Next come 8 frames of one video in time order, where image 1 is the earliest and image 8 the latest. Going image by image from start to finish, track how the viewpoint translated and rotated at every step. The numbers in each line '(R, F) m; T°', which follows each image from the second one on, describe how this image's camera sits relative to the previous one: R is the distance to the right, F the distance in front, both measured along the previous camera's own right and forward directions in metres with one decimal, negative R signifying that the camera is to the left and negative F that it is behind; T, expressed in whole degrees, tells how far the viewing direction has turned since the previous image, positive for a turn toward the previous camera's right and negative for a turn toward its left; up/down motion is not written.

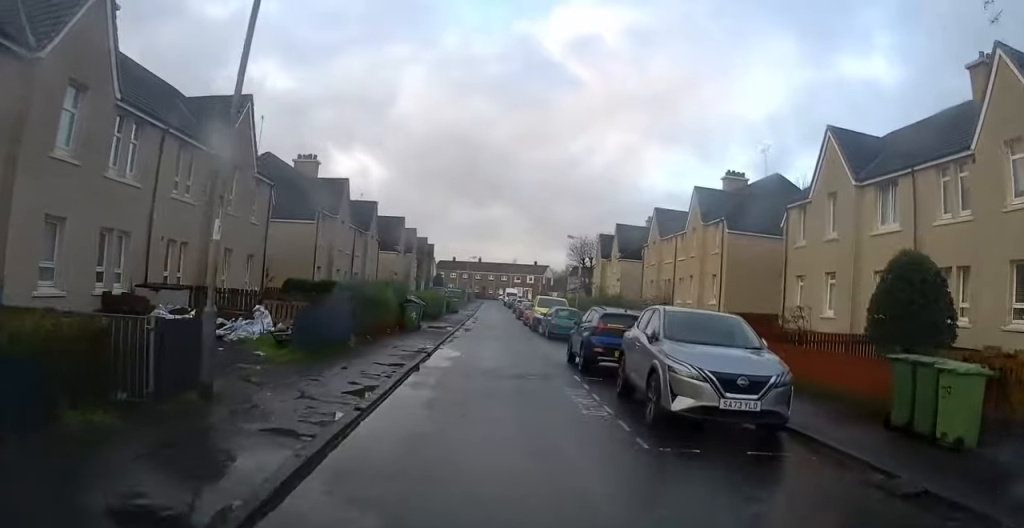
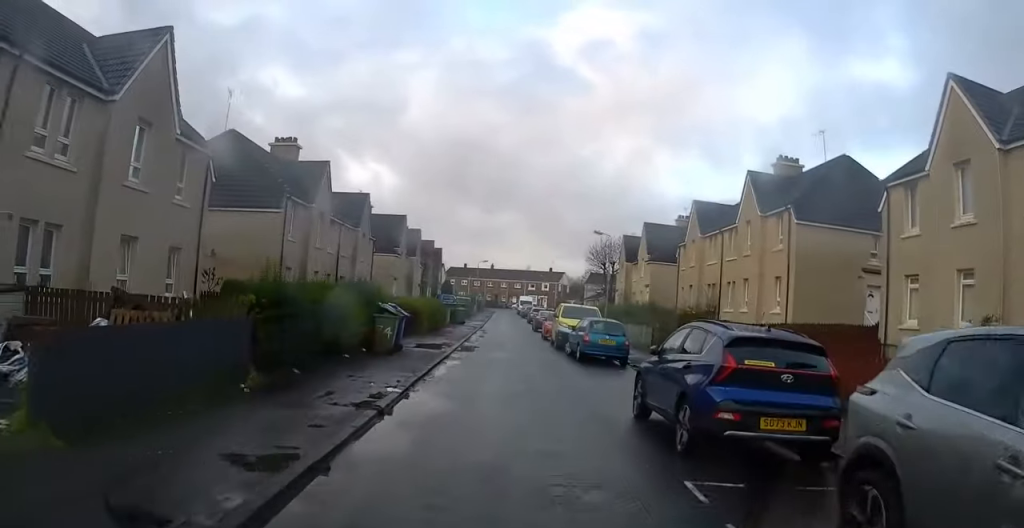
(0.0, +7.5) m; 0°
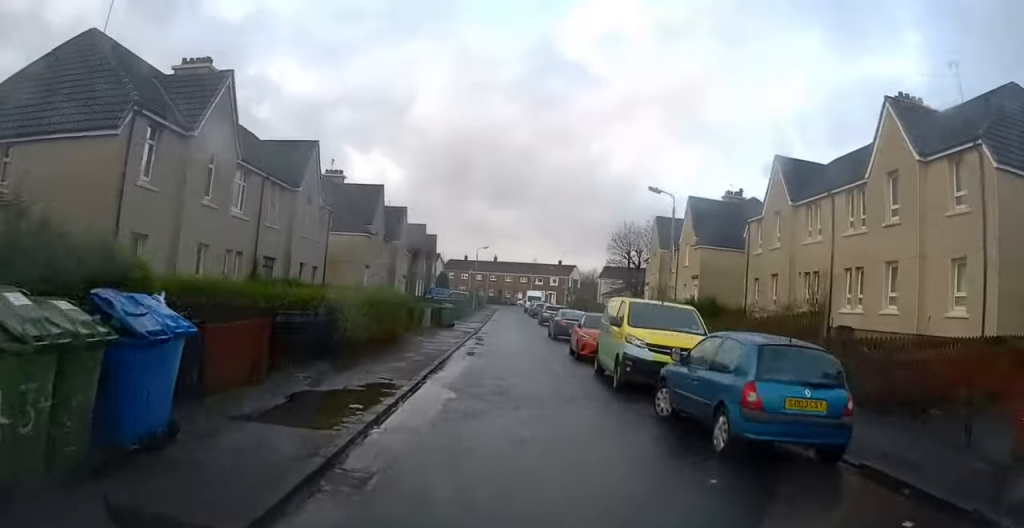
(0.0, +13.7) m; 0°
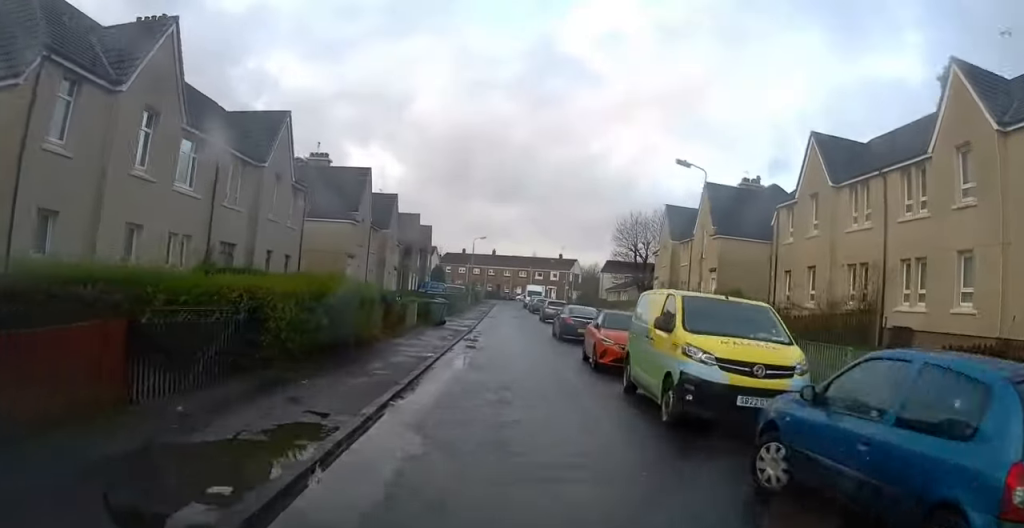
(0.0, +4.2) m; 0°
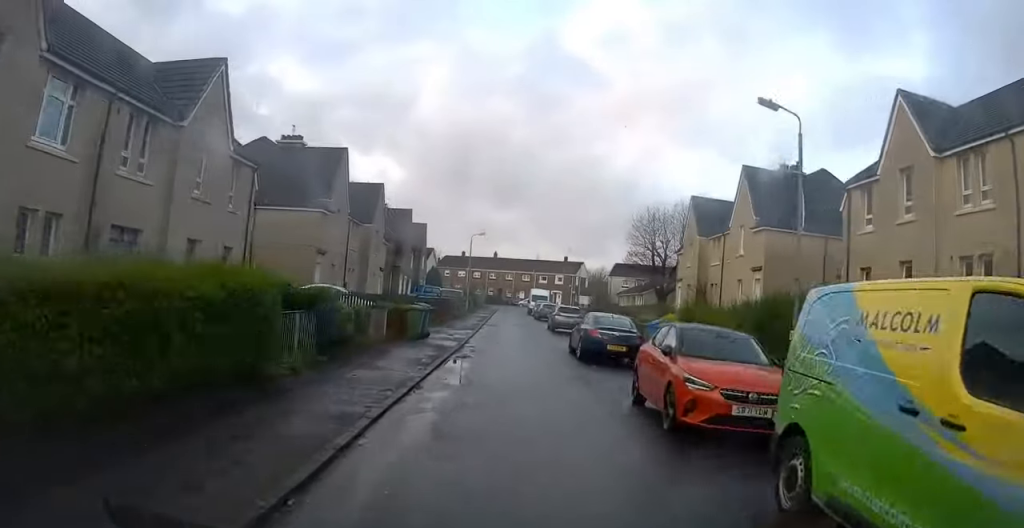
(0.0, +7.1) m; 0°
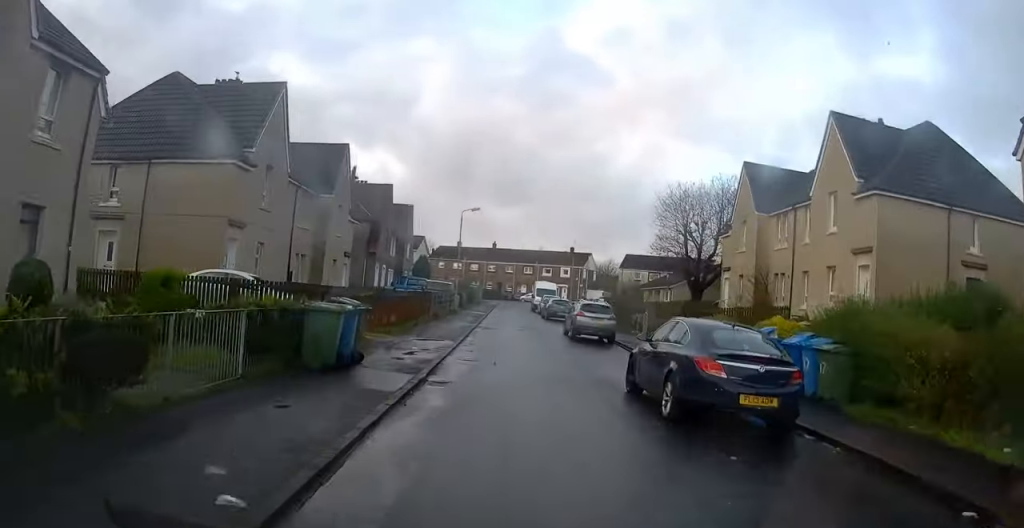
(0.0, +10.8) m; -1°
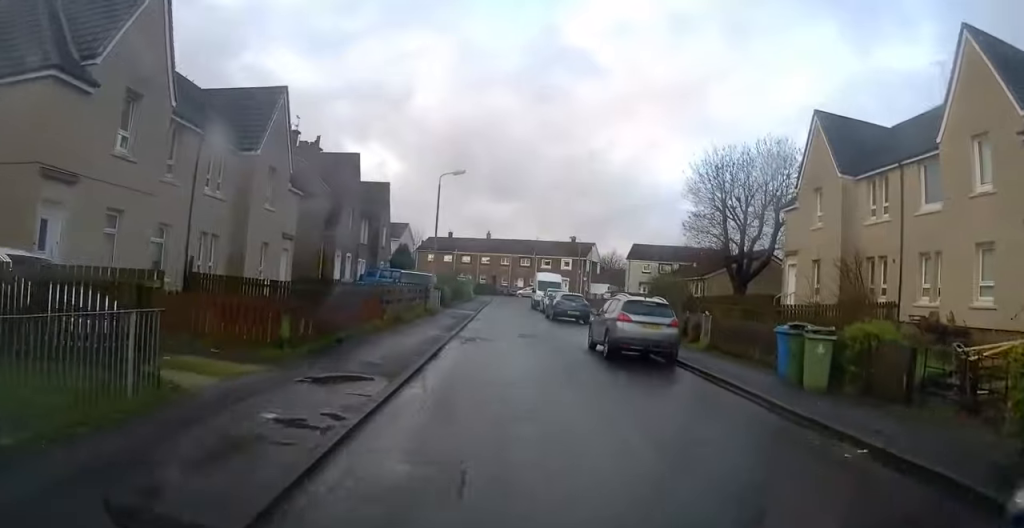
(-0.1, +9.7) m; -1°
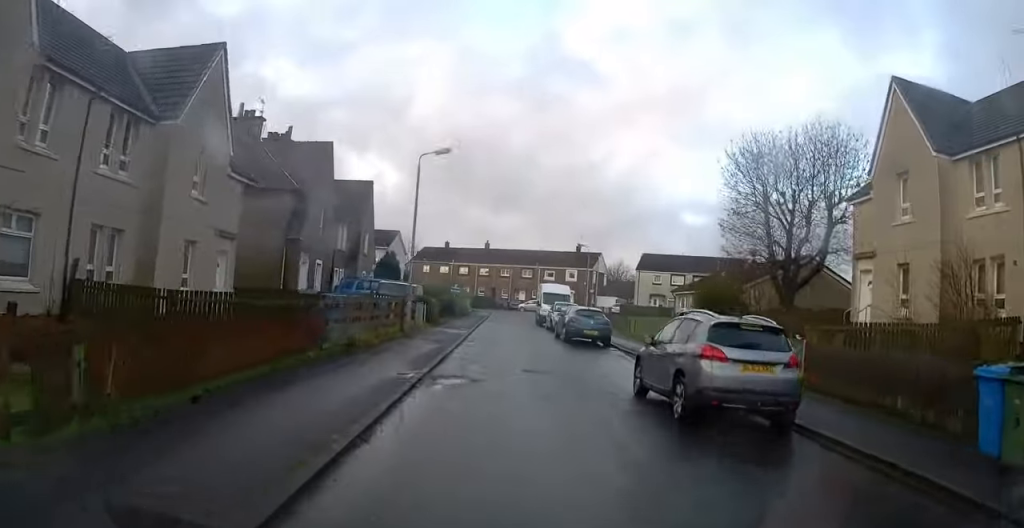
(-0.3, +6.5) m; 0°
